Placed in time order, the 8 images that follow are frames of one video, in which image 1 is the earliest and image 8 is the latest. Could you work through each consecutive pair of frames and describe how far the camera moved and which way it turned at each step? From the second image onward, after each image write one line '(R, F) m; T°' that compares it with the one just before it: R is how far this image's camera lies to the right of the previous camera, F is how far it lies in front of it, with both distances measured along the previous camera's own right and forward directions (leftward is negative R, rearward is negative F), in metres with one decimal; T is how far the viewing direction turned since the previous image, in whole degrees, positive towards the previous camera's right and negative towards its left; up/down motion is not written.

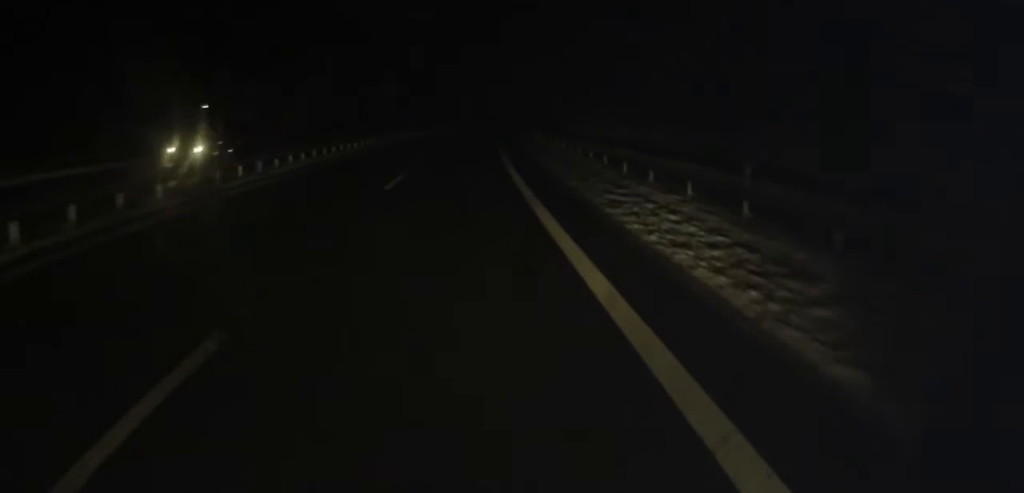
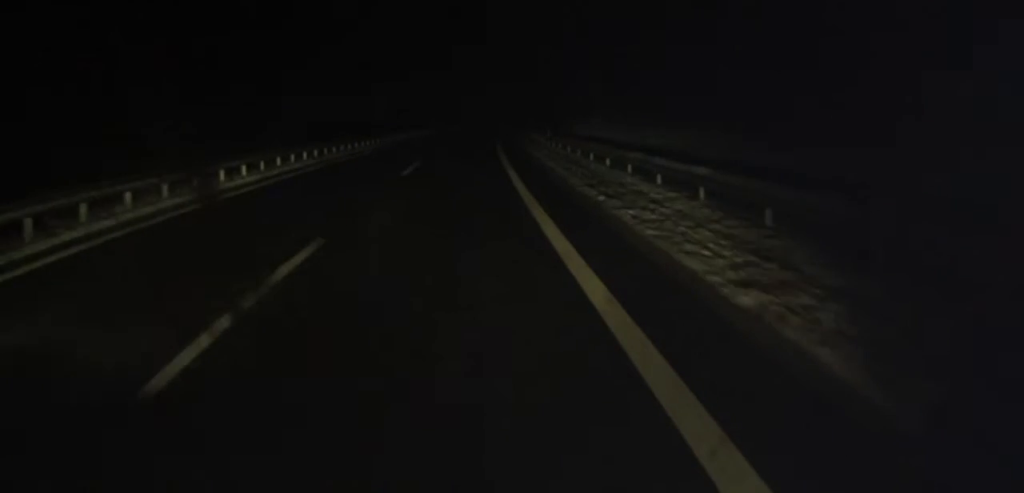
(-0.3, +13.0) m; +1°
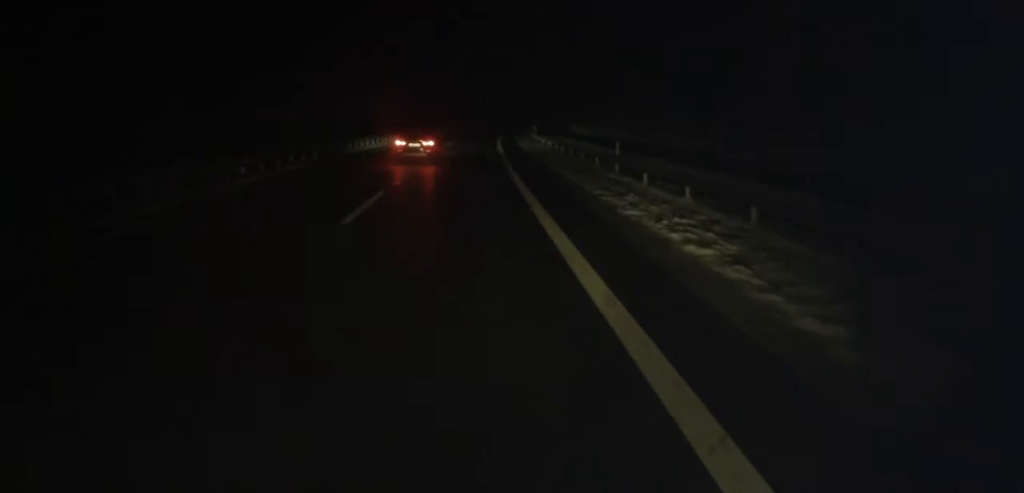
(+1.1, +27.2) m; +3°
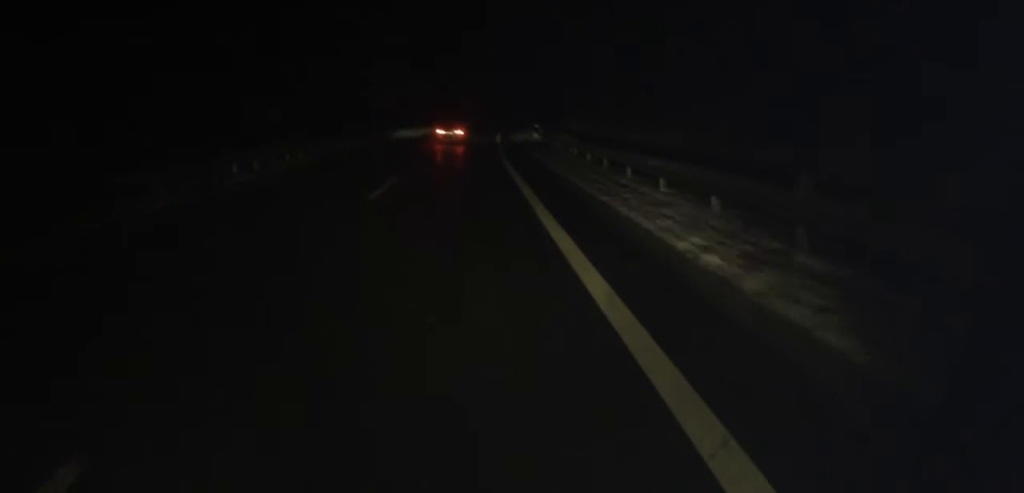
(0.0, +14.2) m; 0°
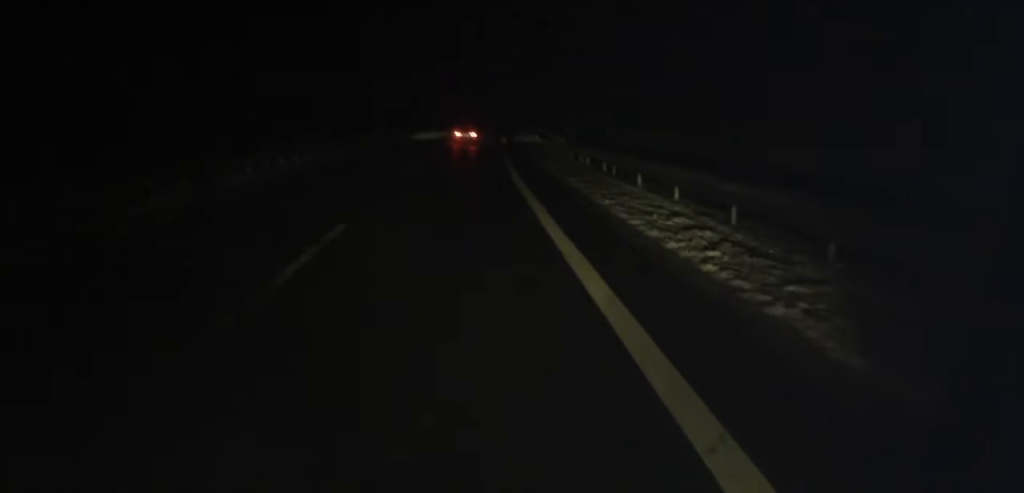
(0.0, +8.9) m; +1°
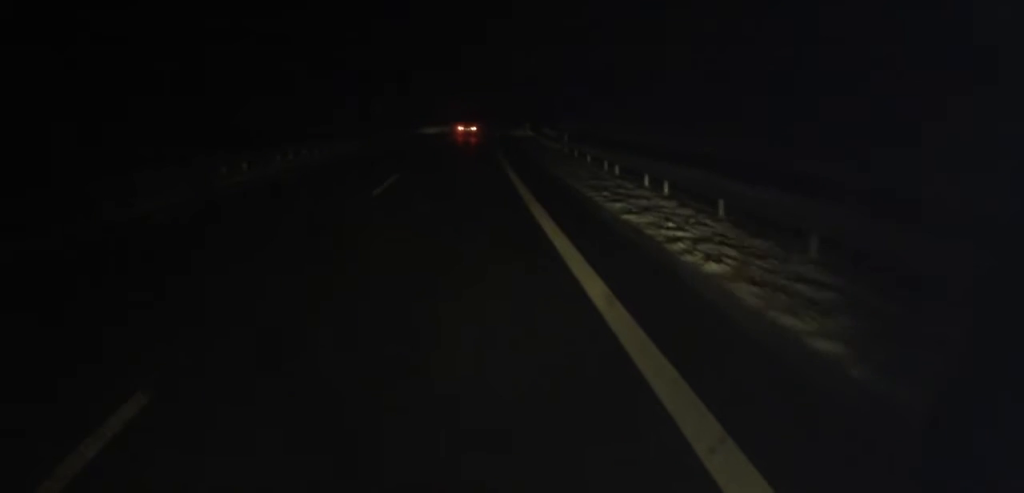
(-0.1, +7.4) m; +1°
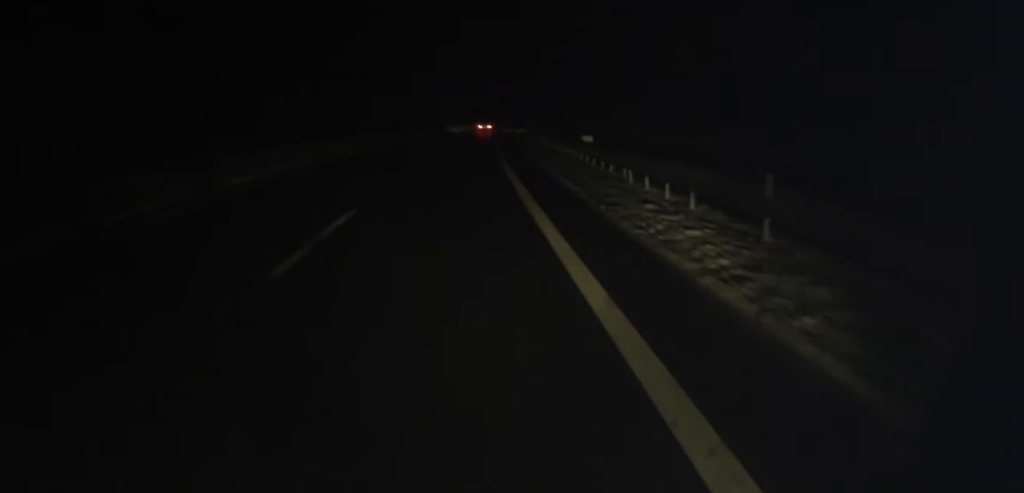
(+1.1, +26.0) m; +3°
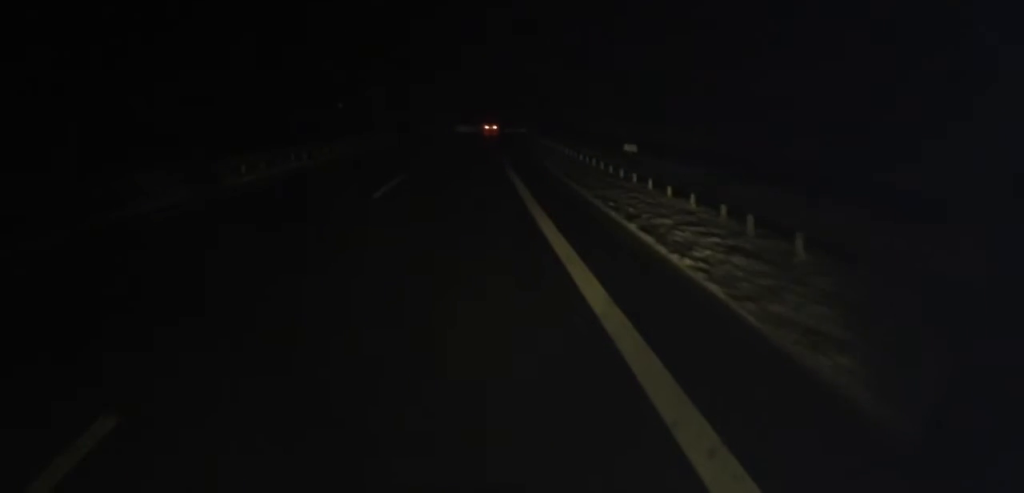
(0.0, +9.1) m; 0°
